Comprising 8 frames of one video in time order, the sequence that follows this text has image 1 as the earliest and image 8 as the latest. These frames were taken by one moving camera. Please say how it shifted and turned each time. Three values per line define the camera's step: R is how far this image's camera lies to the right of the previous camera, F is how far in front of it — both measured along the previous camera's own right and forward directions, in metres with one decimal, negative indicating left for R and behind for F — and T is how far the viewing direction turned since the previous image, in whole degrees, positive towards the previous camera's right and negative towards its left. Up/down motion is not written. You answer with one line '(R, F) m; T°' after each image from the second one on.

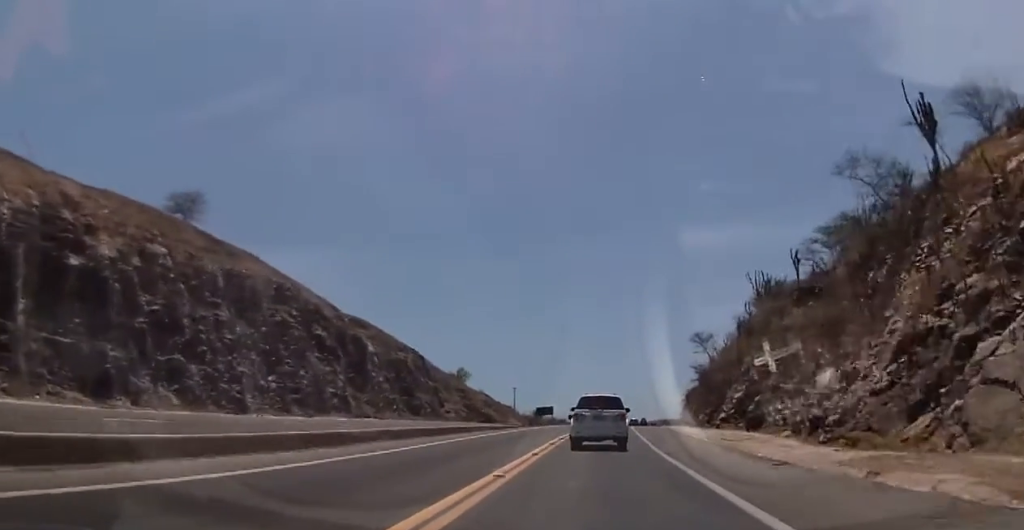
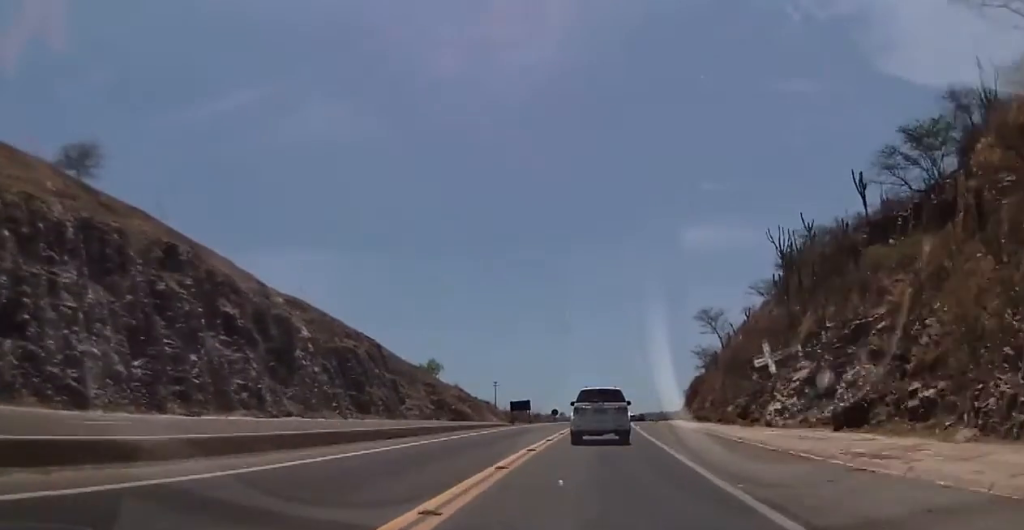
(+0.2, +17.8) m; +2°
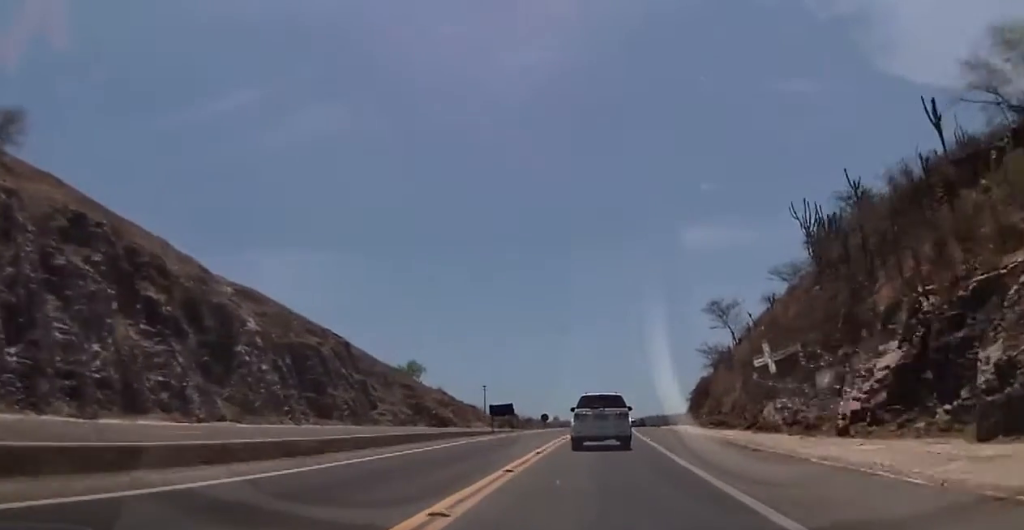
(+0.2, +10.8) m; 0°
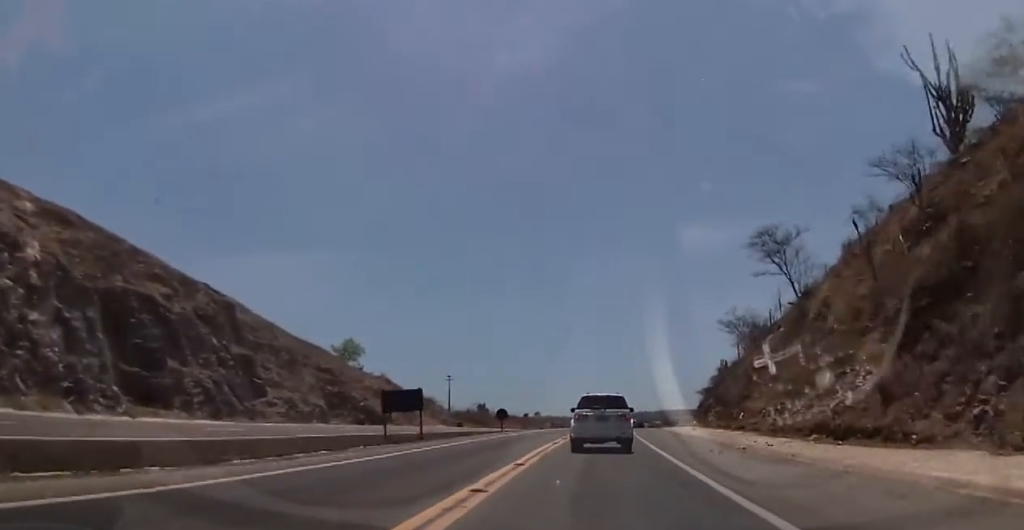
(0.0, +27.5) m; 0°
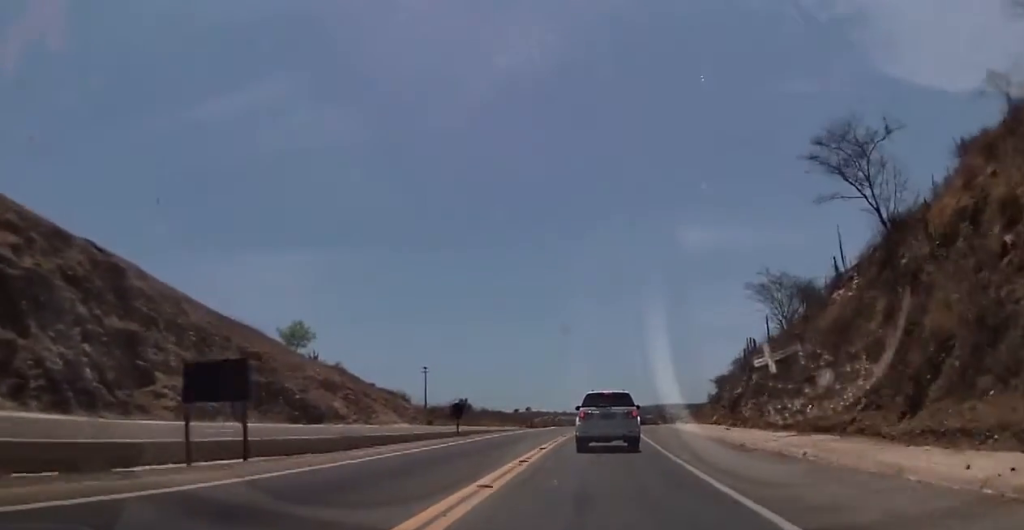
(+0.2, +16.3) m; +2°
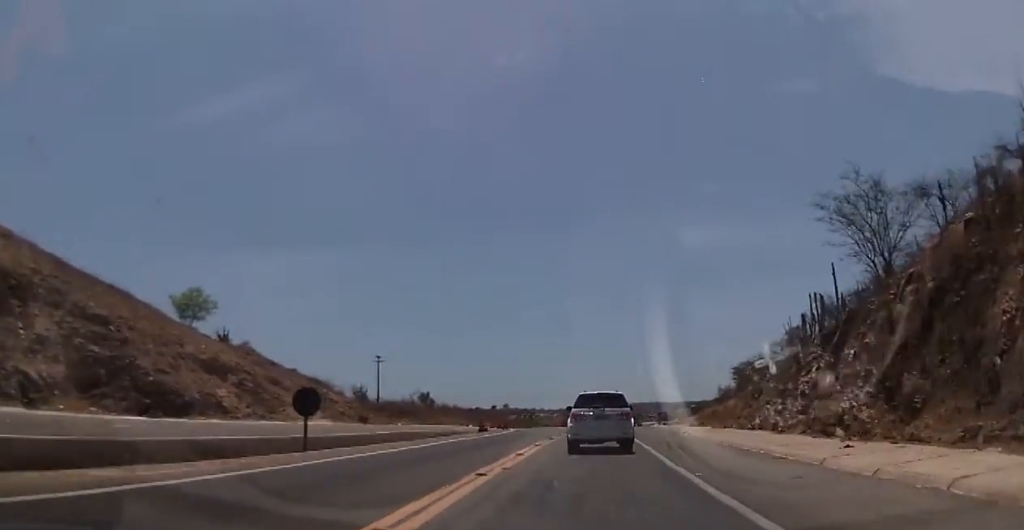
(+0.5, +21.3) m; +1°
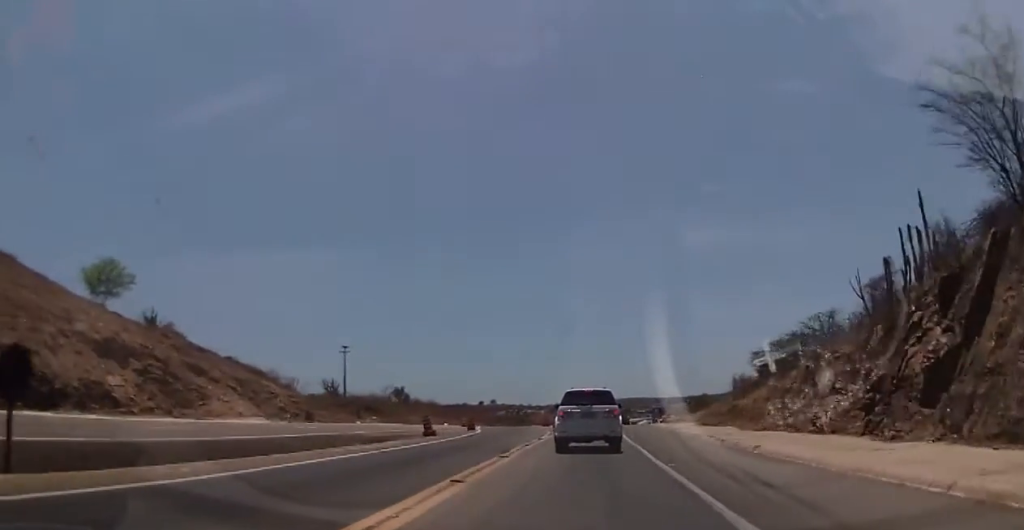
(0.0, +13.0) m; +1°
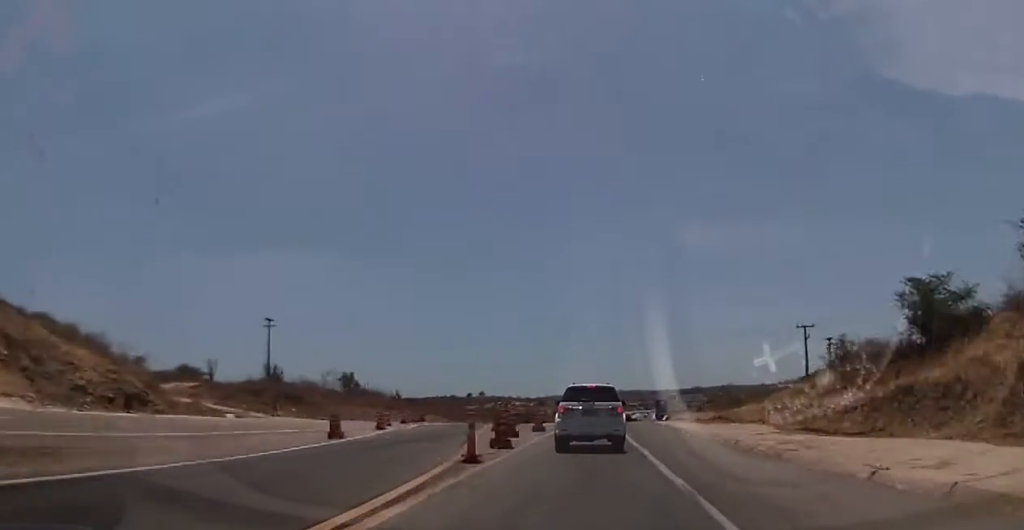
(+0.4, +28.4) m; +3°
